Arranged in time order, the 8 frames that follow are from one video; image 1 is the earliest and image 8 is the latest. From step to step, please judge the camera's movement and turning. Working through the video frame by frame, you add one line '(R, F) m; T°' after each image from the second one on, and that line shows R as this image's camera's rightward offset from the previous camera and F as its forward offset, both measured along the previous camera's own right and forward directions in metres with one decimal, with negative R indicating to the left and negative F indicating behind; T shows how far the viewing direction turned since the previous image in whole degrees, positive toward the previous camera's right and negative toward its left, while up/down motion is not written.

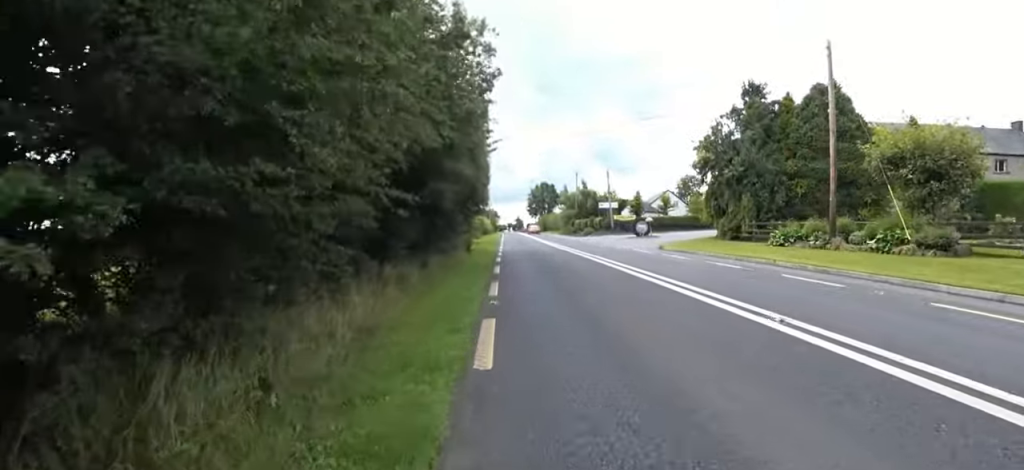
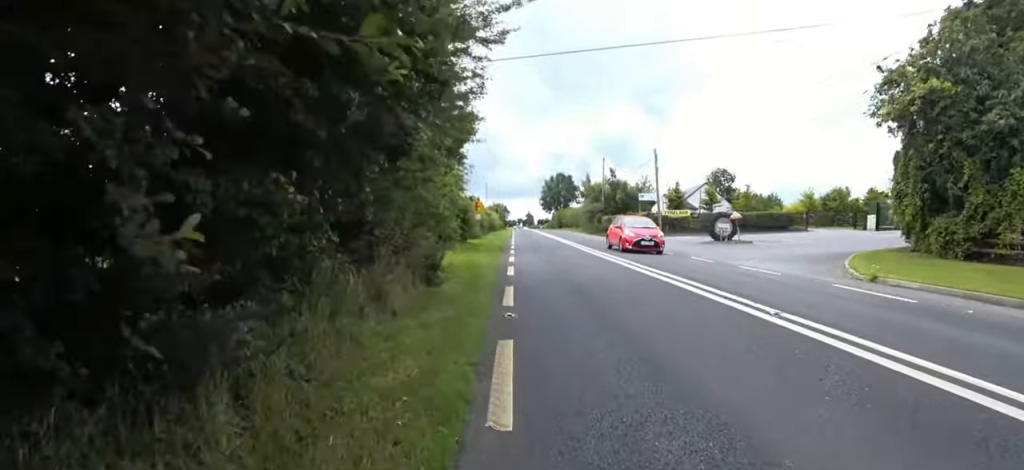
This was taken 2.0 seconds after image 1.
(0.0, +13.2) m; 0°
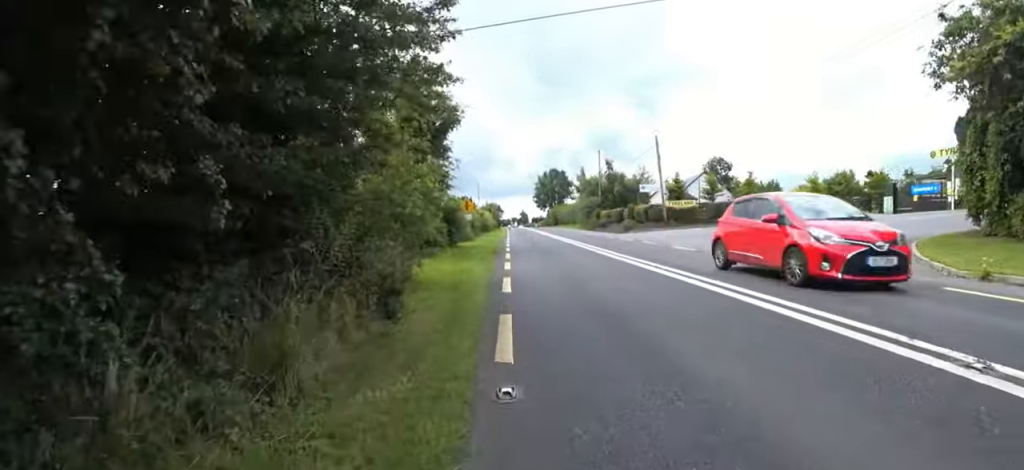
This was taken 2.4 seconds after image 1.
(-0.3, +2.7) m; 0°
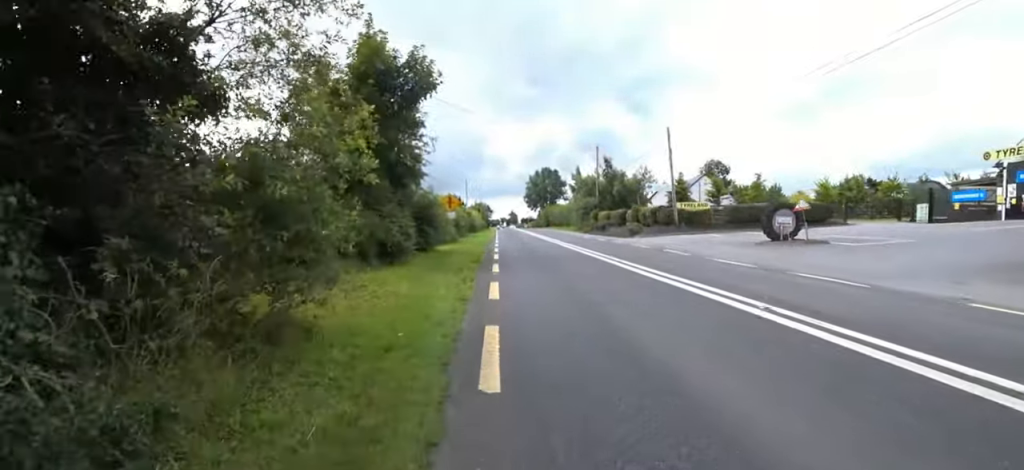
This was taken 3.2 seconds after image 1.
(-0.3, +4.6) m; +1°
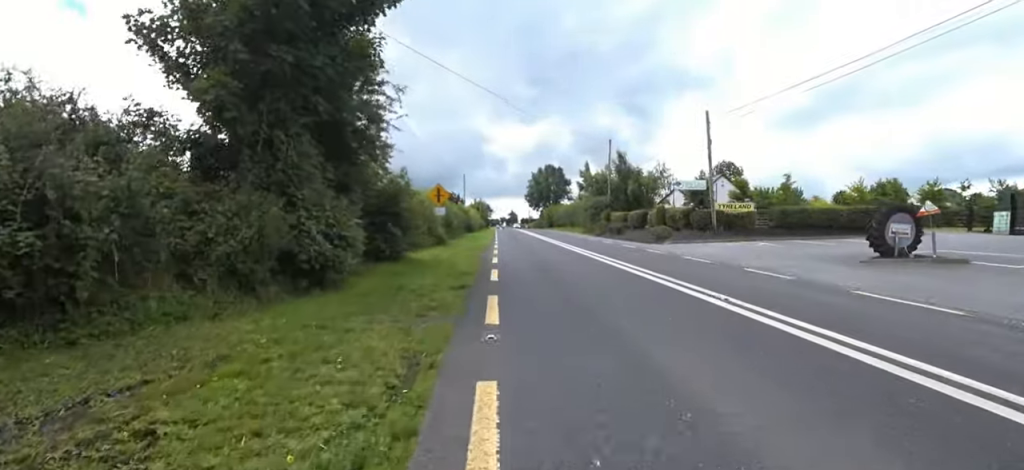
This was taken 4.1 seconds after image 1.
(+0.5, +5.6) m; +4°
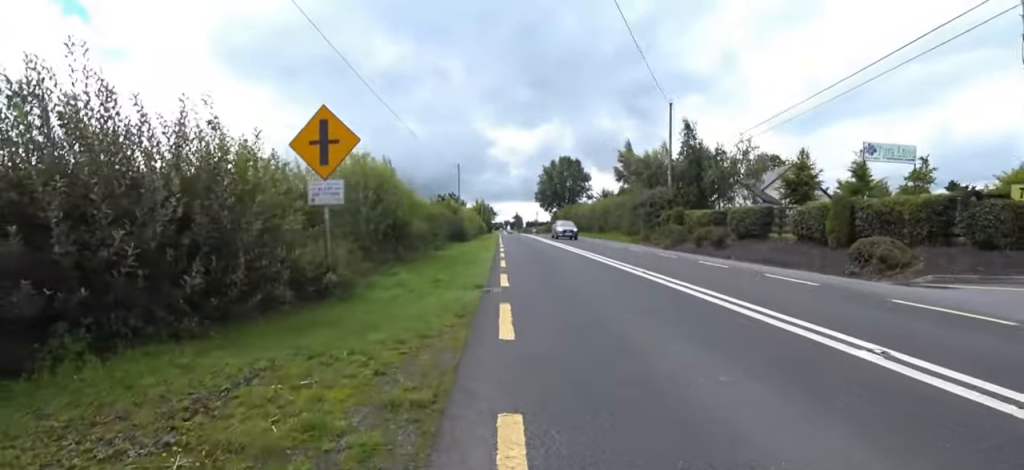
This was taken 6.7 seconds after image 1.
(-1.0, +15.5) m; +1°
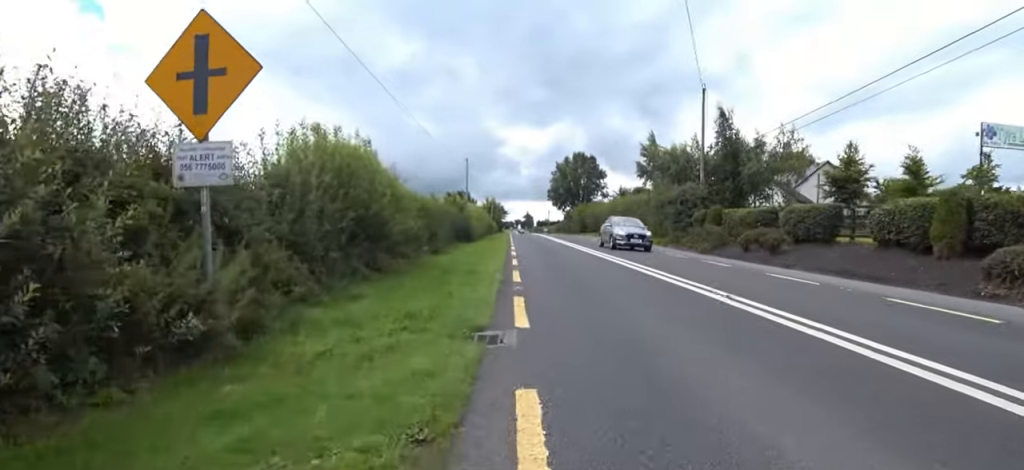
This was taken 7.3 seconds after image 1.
(+0.1, +3.4) m; +2°
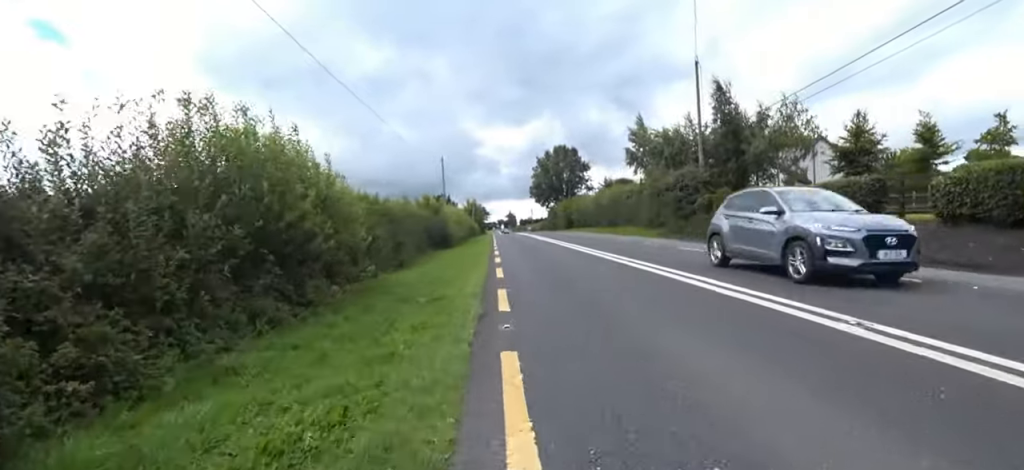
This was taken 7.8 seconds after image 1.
(0.0, +2.9) m; 0°
